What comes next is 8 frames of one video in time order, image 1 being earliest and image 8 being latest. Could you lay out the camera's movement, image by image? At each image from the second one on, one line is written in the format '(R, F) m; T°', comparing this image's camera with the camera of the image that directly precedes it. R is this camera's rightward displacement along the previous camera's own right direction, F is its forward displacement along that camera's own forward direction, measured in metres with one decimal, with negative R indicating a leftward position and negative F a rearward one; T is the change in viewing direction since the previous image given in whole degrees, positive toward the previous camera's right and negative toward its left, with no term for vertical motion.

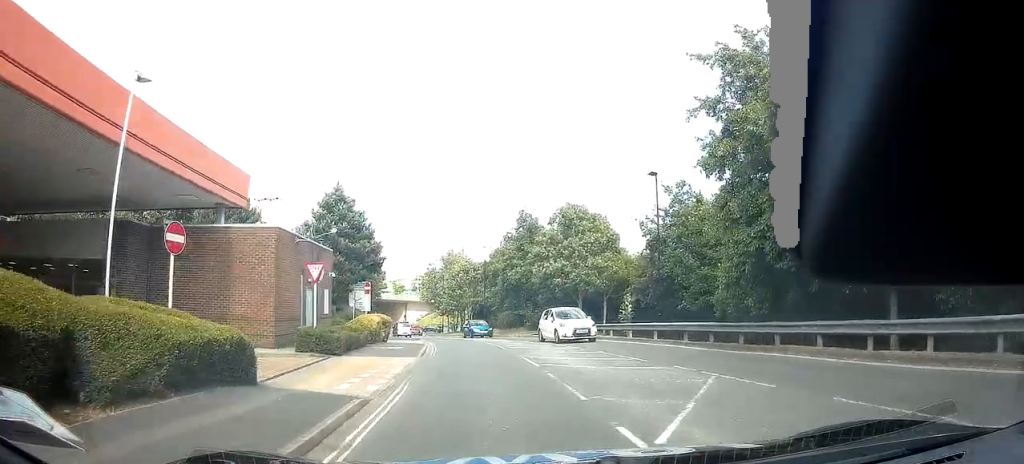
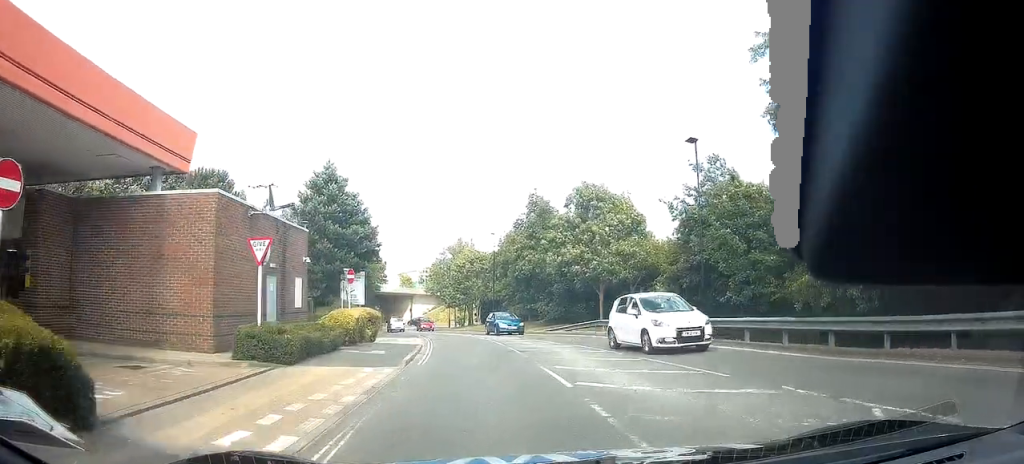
(-0.2, +5.4) m; -1°
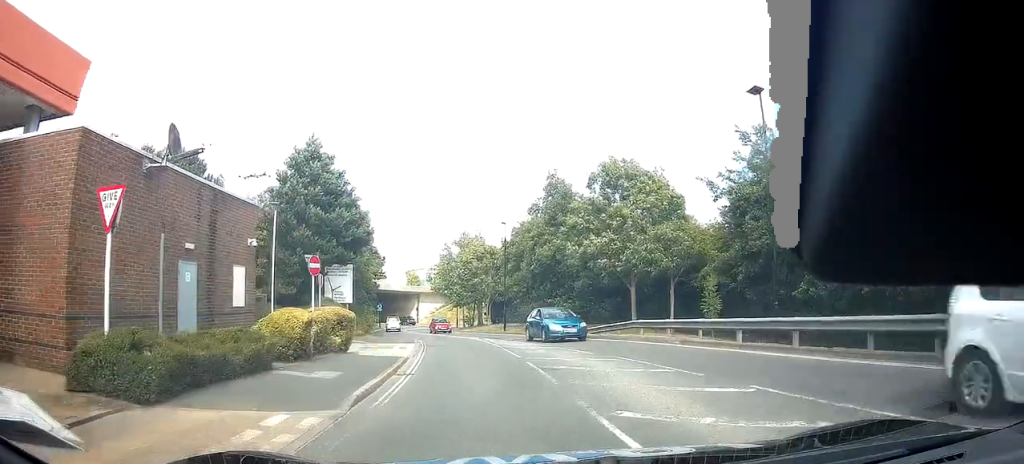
(-0.2, +6.7) m; -1°
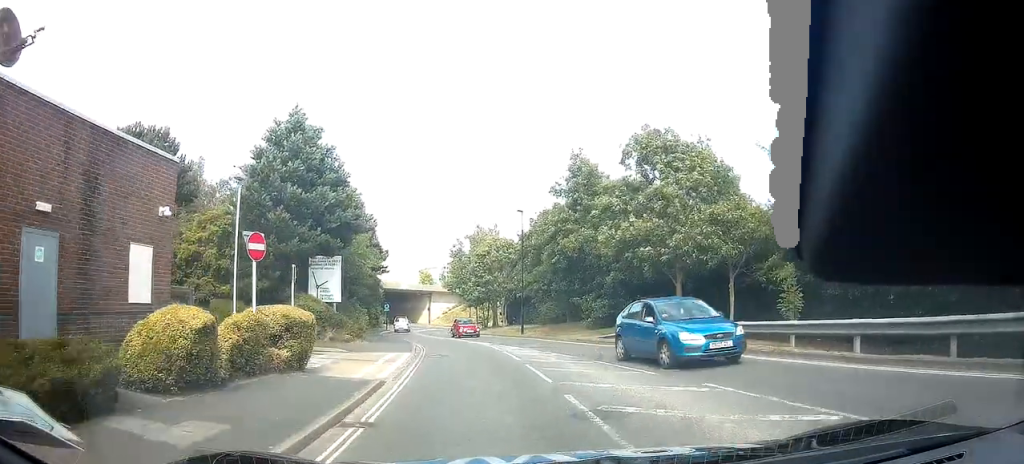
(+0.1, +6.2) m; 0°
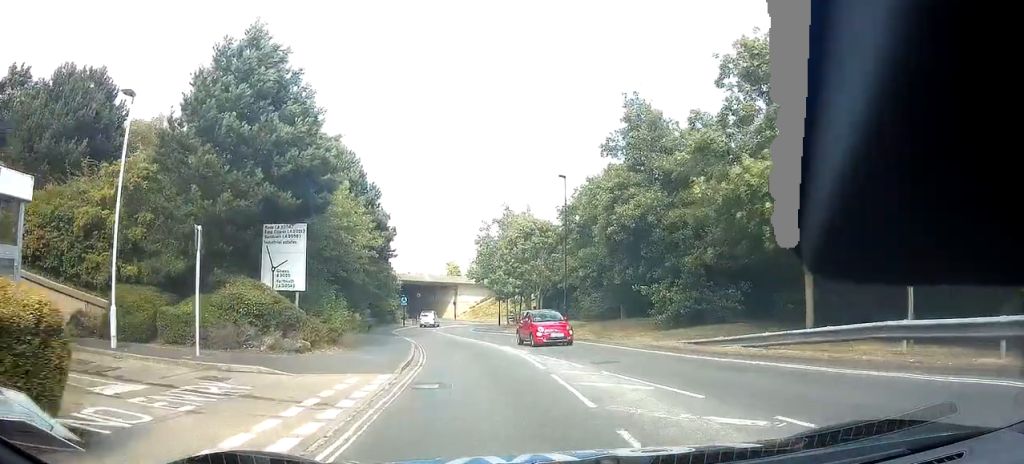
(-0.1, +10.3) m; -3°
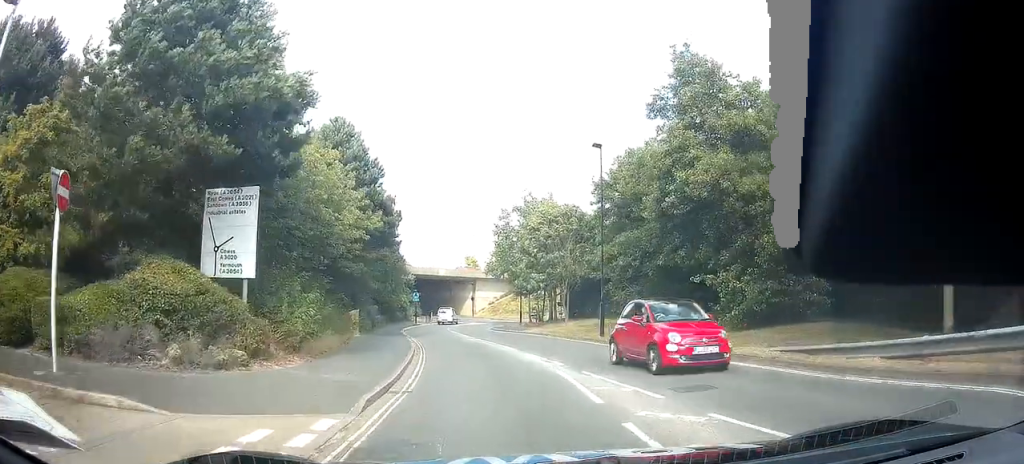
(-0.2, +6.5) m; -1°
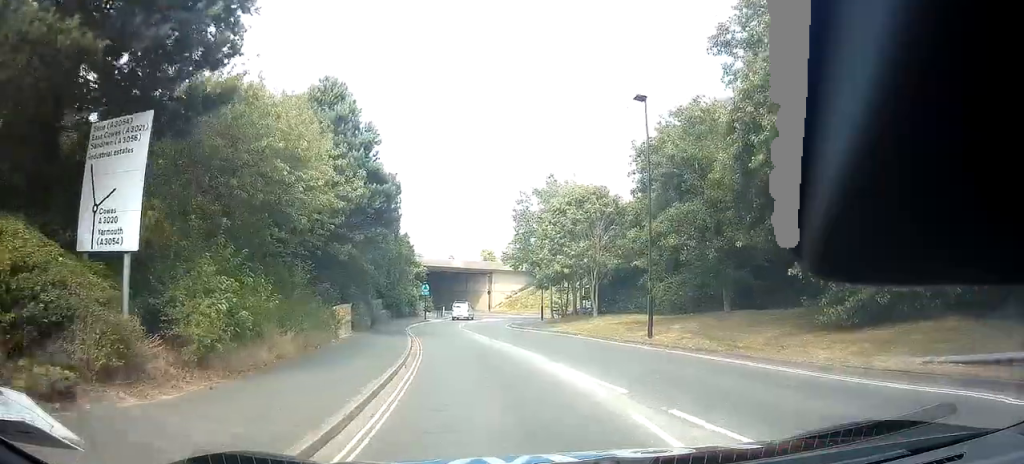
(-0.1, +6.6) m; -1°
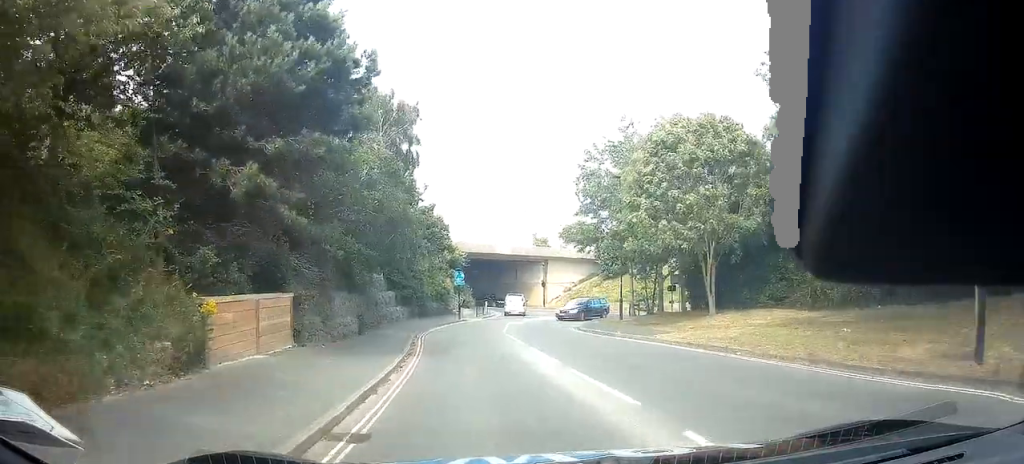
(+0.2, +16.3) m; +1°
